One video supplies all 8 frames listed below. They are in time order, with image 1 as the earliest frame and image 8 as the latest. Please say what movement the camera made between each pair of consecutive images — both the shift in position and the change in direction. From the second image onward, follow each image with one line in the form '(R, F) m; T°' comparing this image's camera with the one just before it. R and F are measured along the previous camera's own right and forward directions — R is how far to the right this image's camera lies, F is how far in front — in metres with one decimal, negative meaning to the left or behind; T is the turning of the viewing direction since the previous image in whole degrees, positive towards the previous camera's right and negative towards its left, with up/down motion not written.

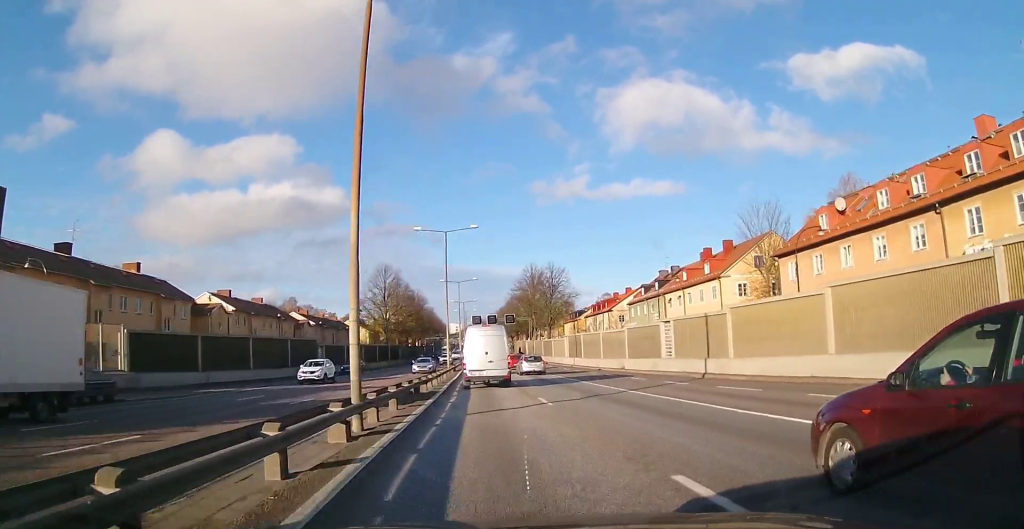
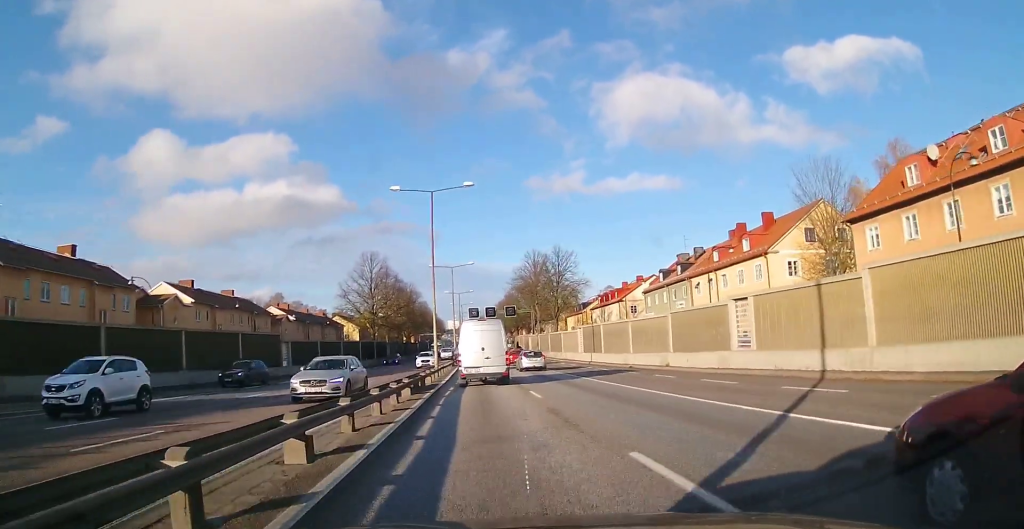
(0.0, +10.9) m; 0°
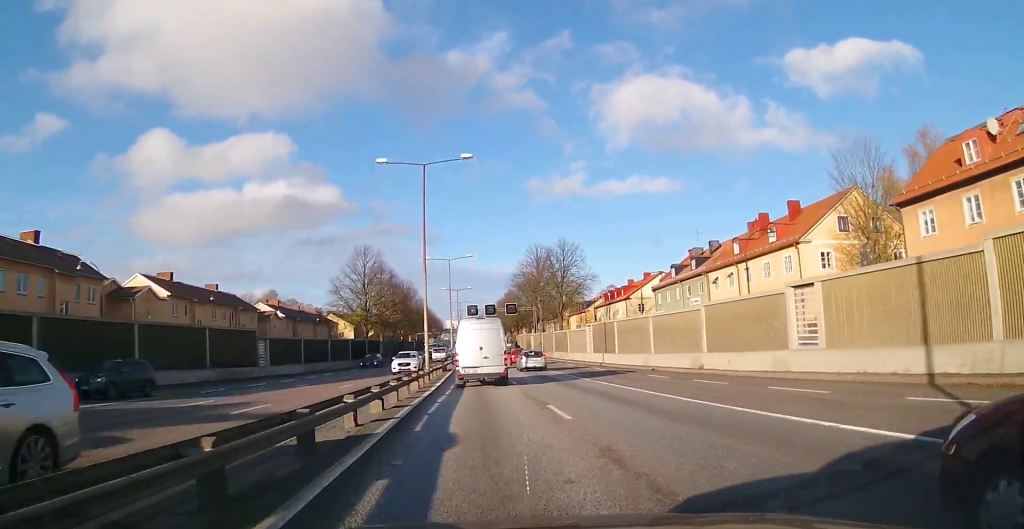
(-0.1, +5.3) m; 0°
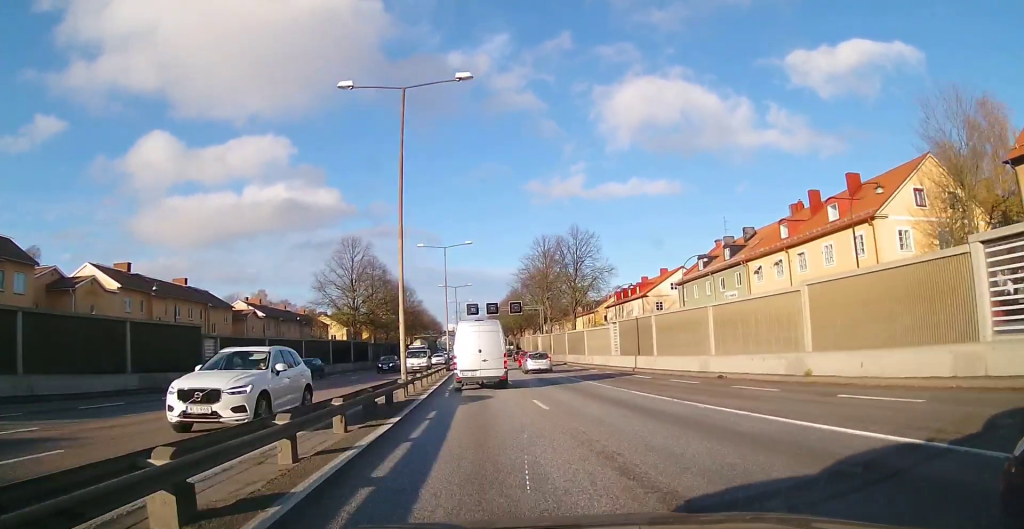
(+0.1, +9.7) m; 0°
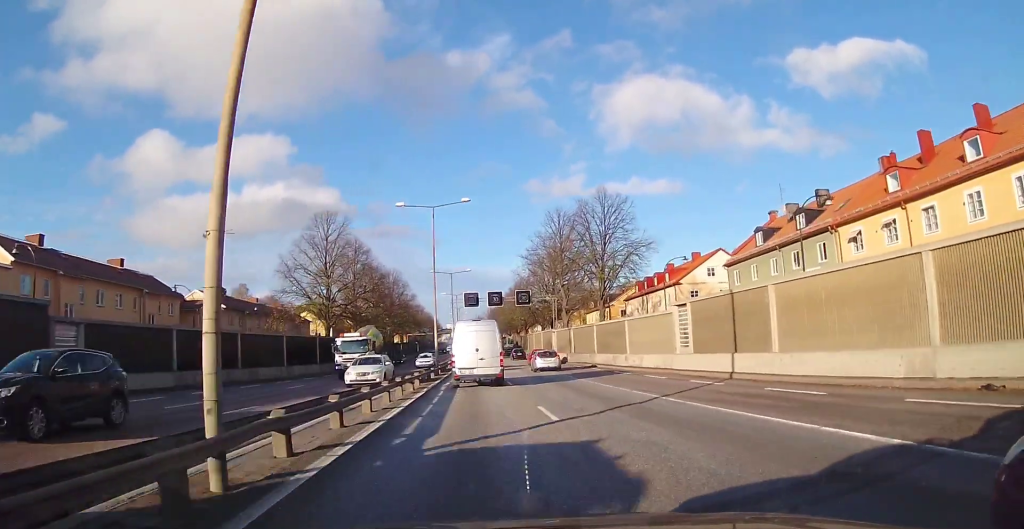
(-0.2, +14.6) m; -1°
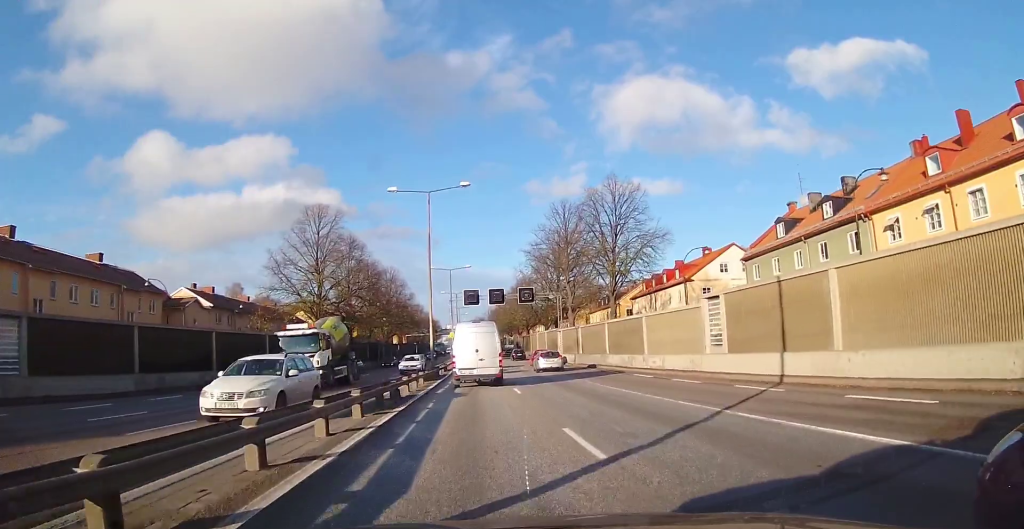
(+0.1, +3.9) m; 0°
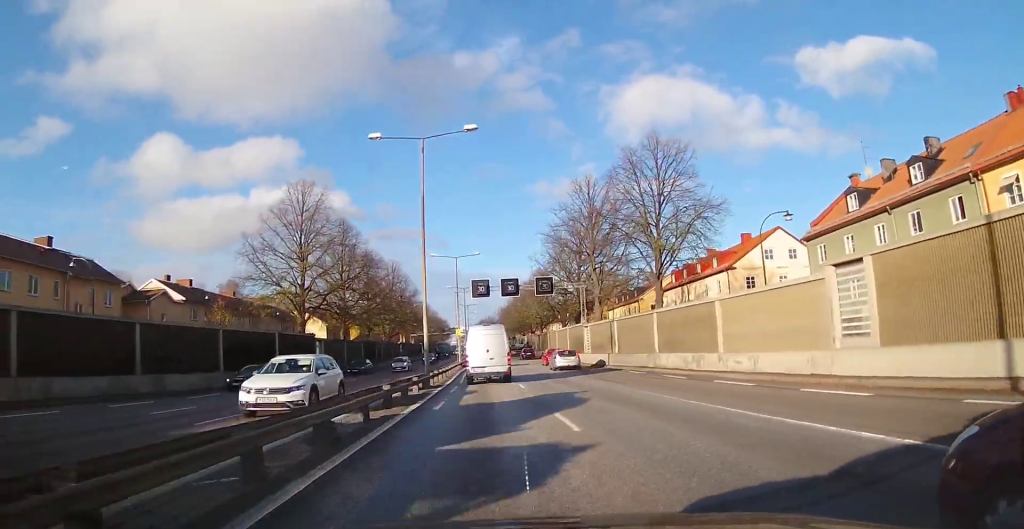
(+0.1, +9.4) m; 0°
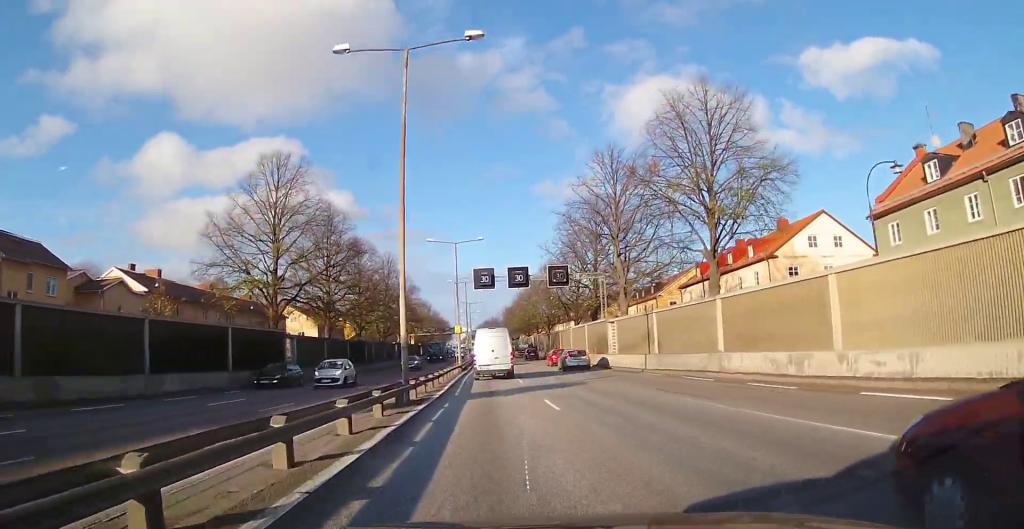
(0.0, +8.6) m; 0°
